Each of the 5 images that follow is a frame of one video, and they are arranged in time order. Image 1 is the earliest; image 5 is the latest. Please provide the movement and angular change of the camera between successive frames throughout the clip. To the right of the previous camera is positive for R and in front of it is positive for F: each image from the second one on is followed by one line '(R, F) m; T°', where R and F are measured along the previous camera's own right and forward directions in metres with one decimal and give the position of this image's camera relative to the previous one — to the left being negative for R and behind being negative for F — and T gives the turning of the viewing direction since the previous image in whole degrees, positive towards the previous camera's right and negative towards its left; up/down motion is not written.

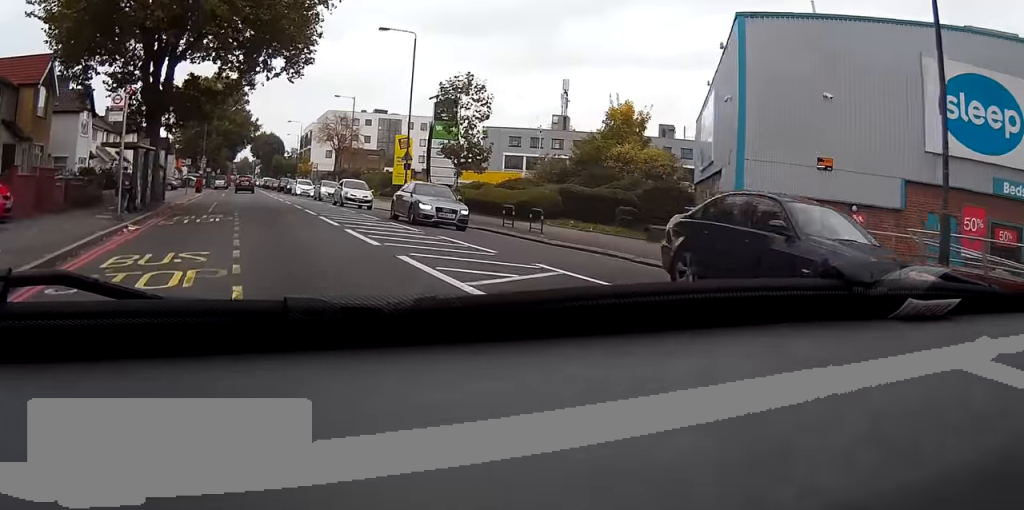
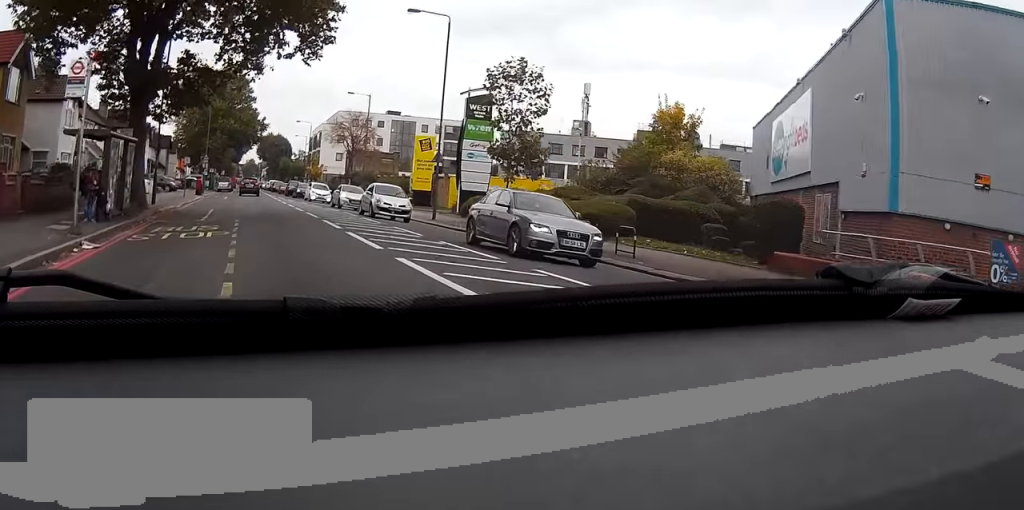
(0.0, +5.9) m; 0°
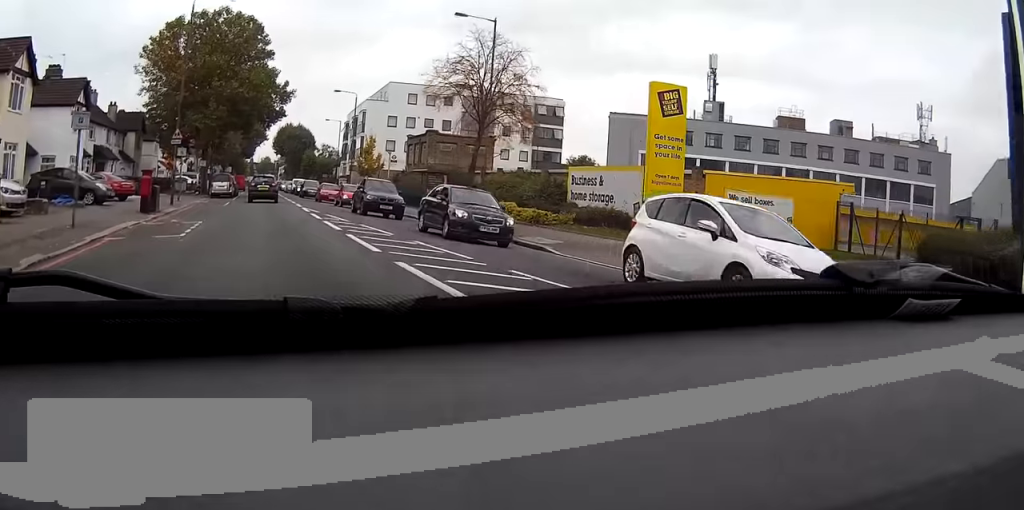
(-0.9, +36.2) m; -4°
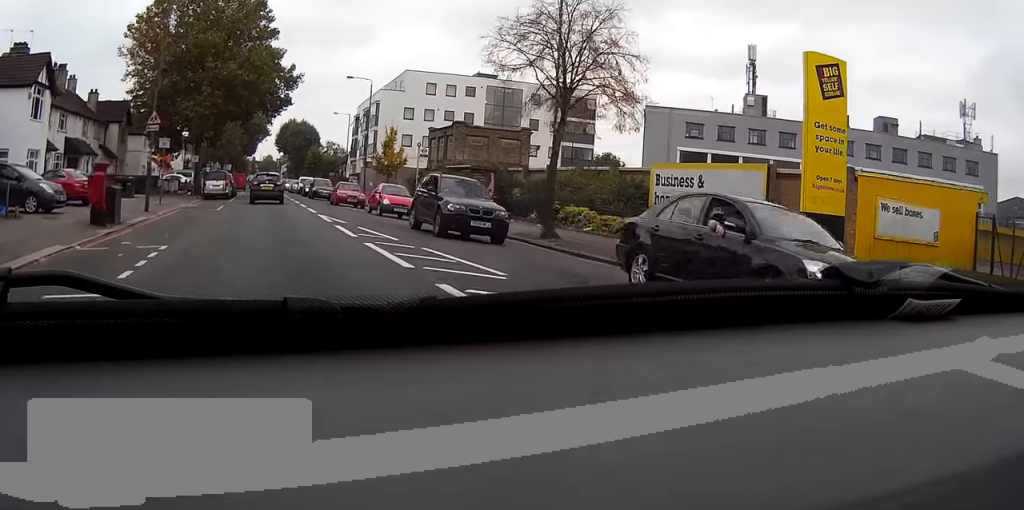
(-0.1, +9.3) m; -1°
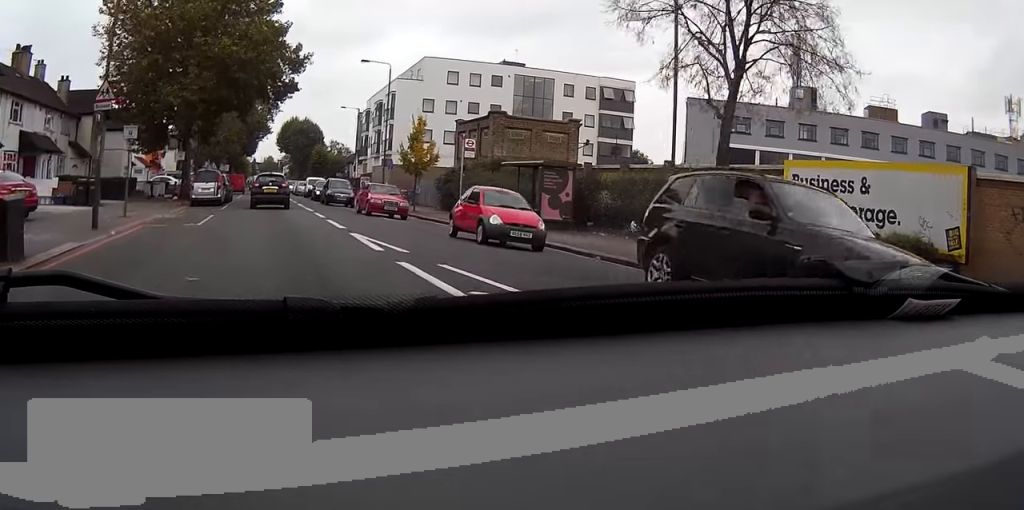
(0.0, +9.8) m; 0°
